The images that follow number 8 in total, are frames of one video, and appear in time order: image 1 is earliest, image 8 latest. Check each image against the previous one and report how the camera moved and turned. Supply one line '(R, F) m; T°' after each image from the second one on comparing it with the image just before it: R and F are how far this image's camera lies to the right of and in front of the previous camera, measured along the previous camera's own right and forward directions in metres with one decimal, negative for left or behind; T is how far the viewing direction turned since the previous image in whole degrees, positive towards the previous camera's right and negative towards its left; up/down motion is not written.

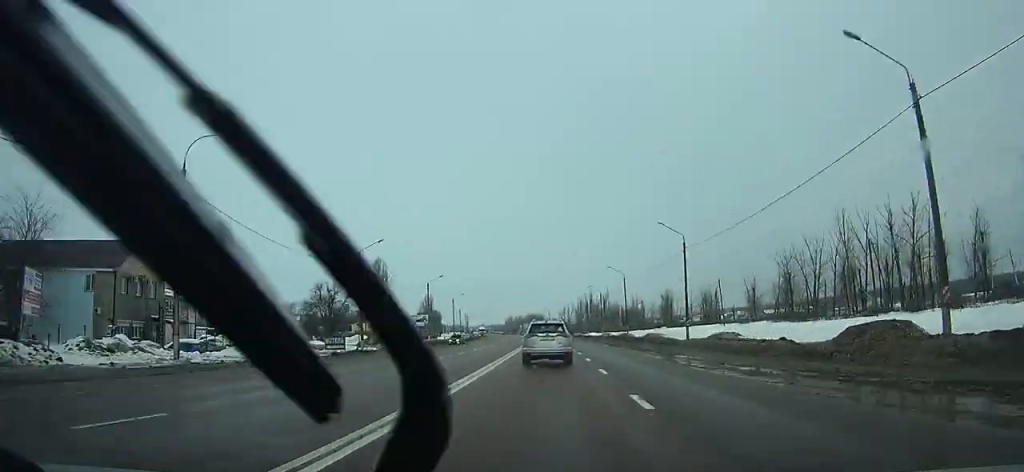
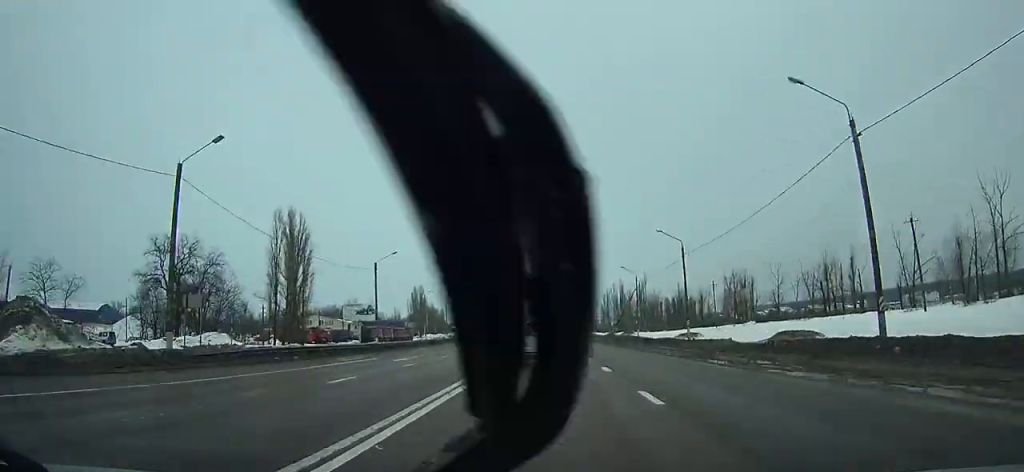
(-0.7, +63.5) m; -2°
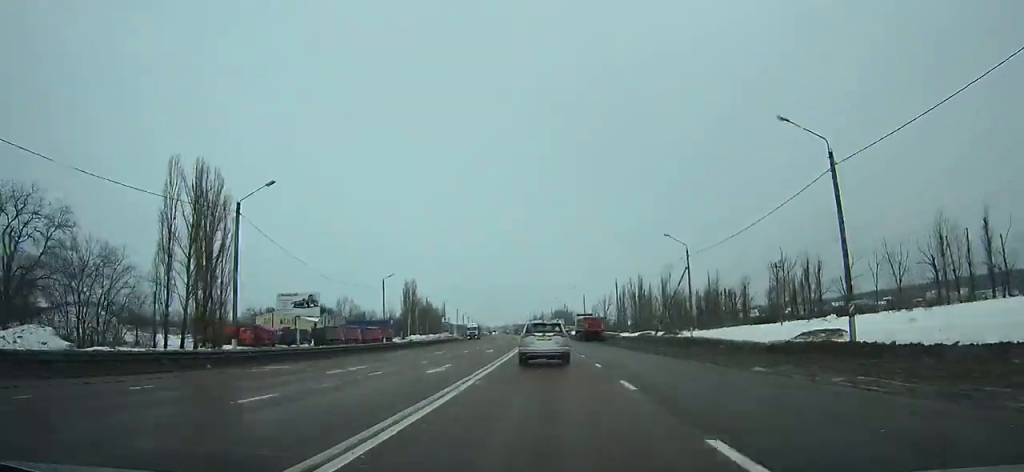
(0.0, +29.5) m; -1°
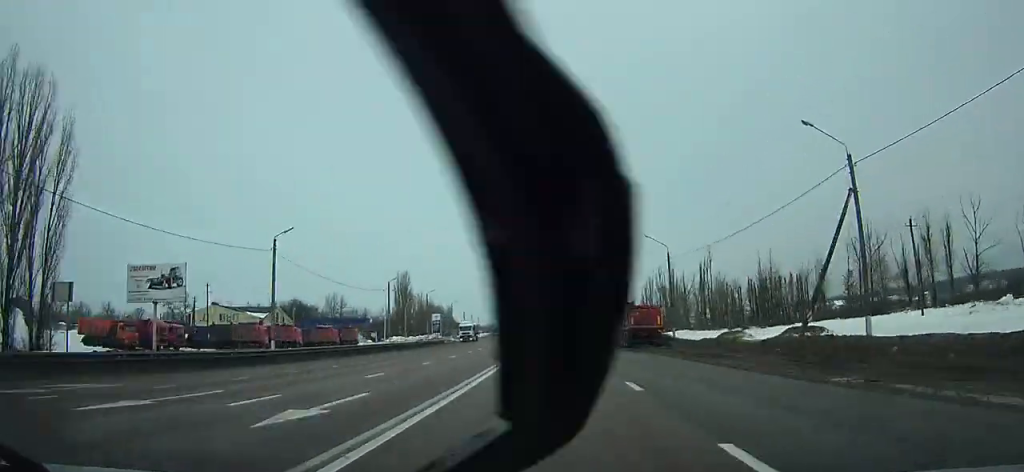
(-0.5, +31.5) m; -1°
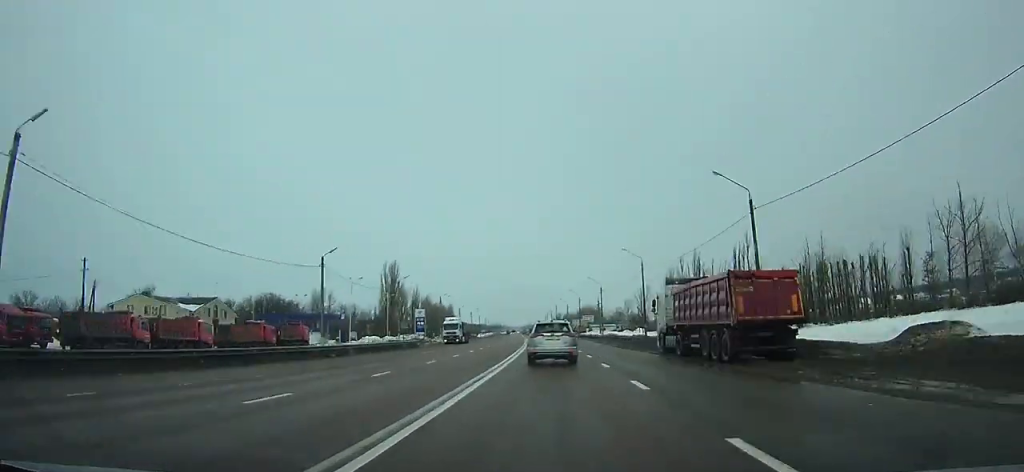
(0.0, +23.7) m; -1°
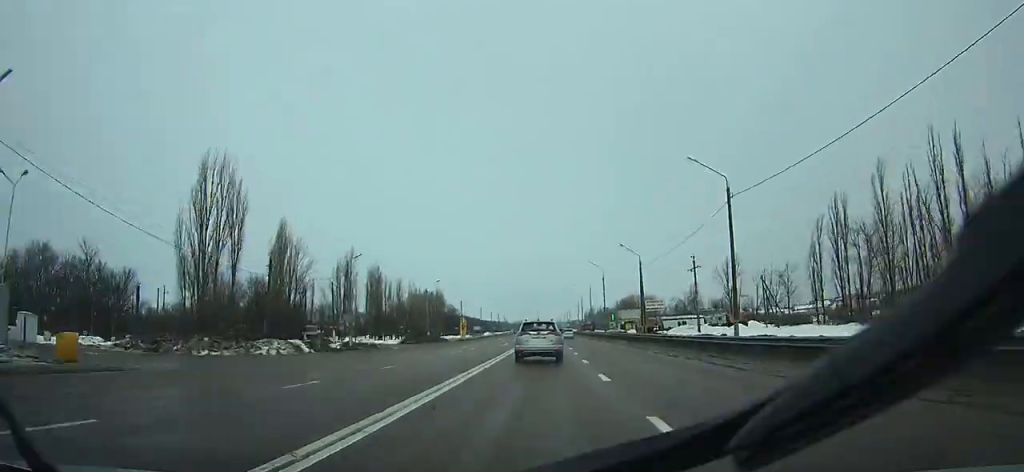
(-3.1, +101.3) m; -3°
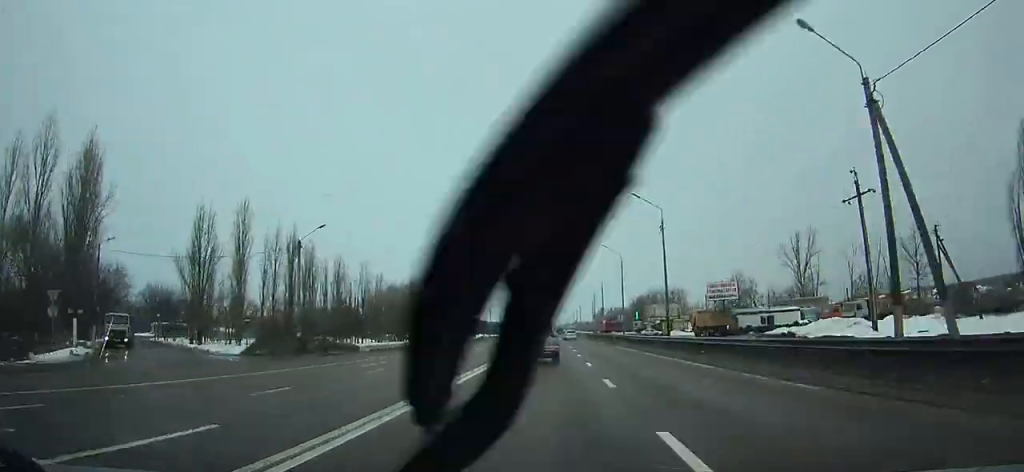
(-0.5, +50.1) m; -1°
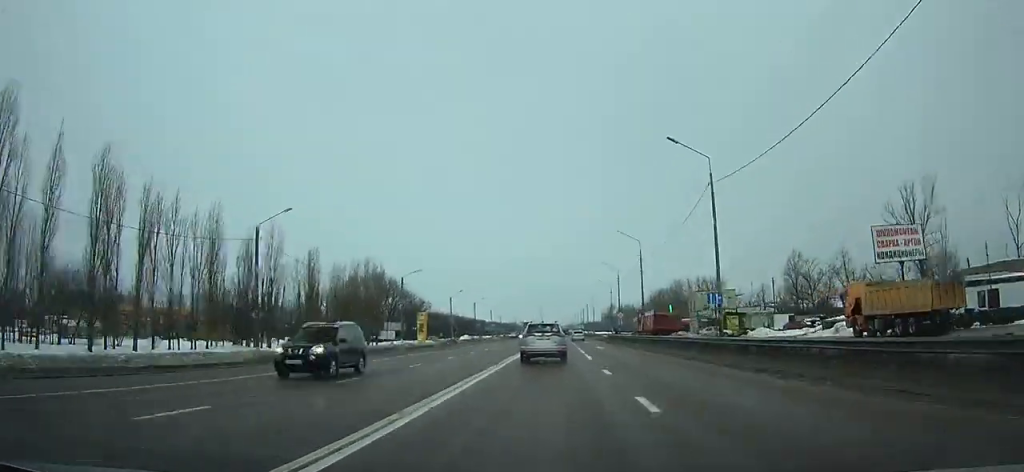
(-0.3, +44.1) m; 0°
